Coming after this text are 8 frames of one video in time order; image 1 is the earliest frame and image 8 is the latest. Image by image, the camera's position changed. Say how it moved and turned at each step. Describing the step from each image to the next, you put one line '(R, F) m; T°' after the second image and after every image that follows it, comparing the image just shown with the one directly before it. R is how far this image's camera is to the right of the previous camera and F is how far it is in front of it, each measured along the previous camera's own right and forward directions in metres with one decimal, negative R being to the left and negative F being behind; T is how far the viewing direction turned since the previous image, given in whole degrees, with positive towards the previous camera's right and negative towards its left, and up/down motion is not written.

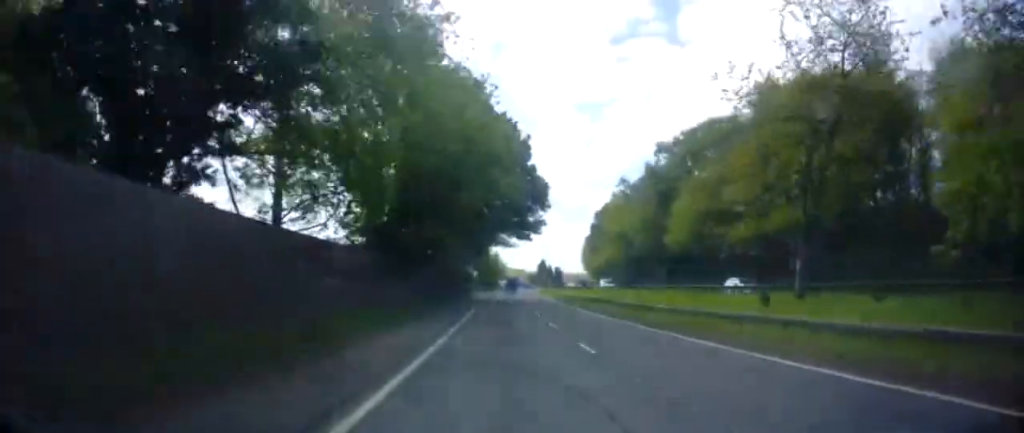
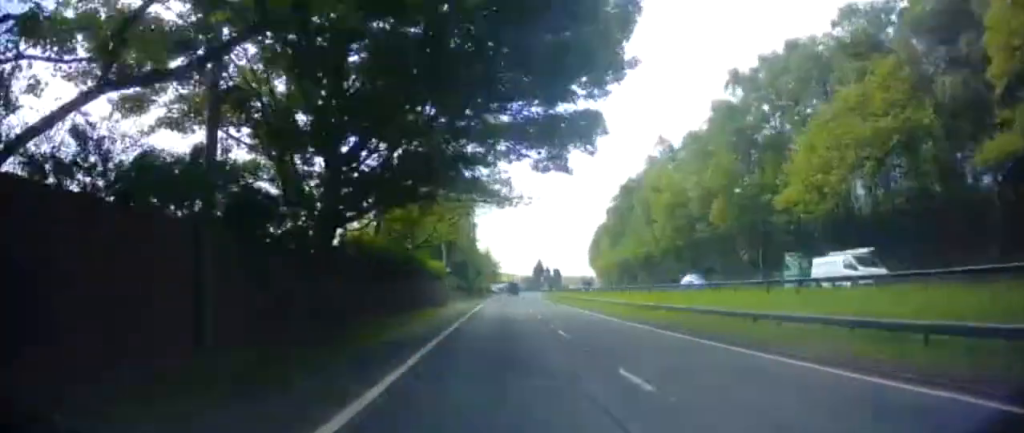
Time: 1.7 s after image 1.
(+0.4, +31.1) m; +2°
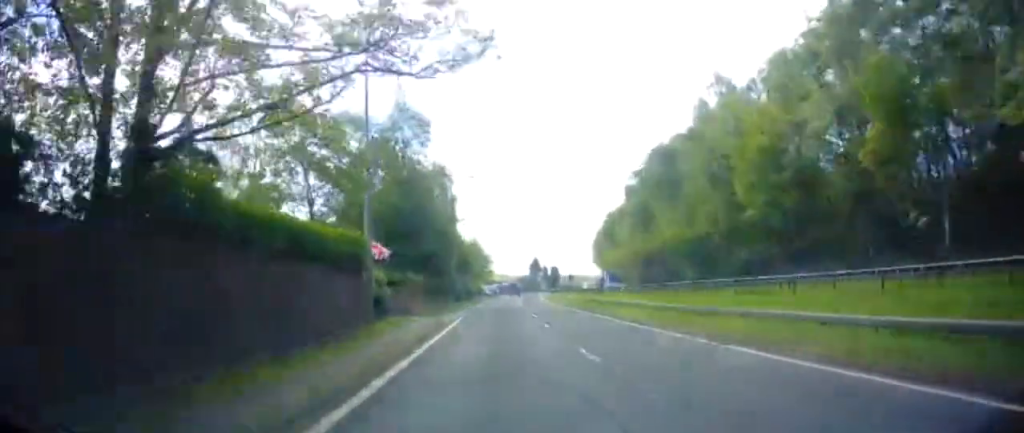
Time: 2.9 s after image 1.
(+0.2, +23.5) m; 0°
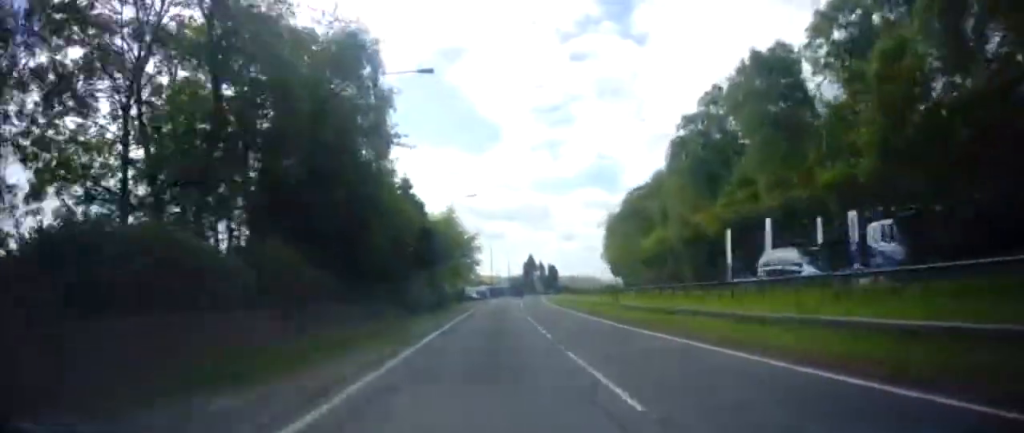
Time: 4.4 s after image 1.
(-0.2, +28.0) m; 0°
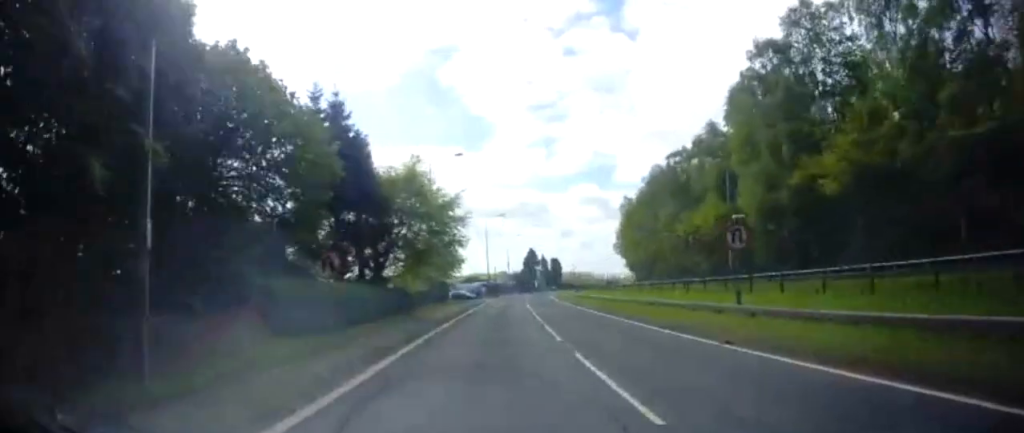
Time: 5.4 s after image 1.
(+0.1, +18.6) m; +1°
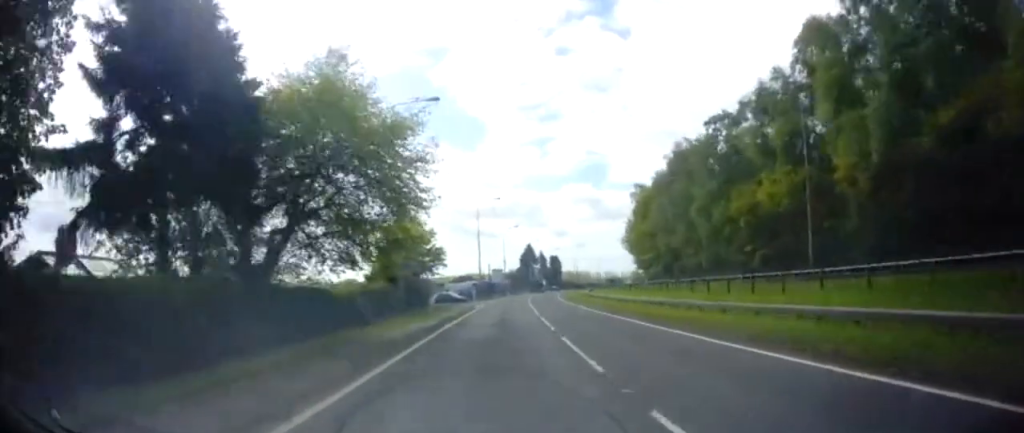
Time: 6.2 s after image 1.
(+0.1, +14.2) m; +2°
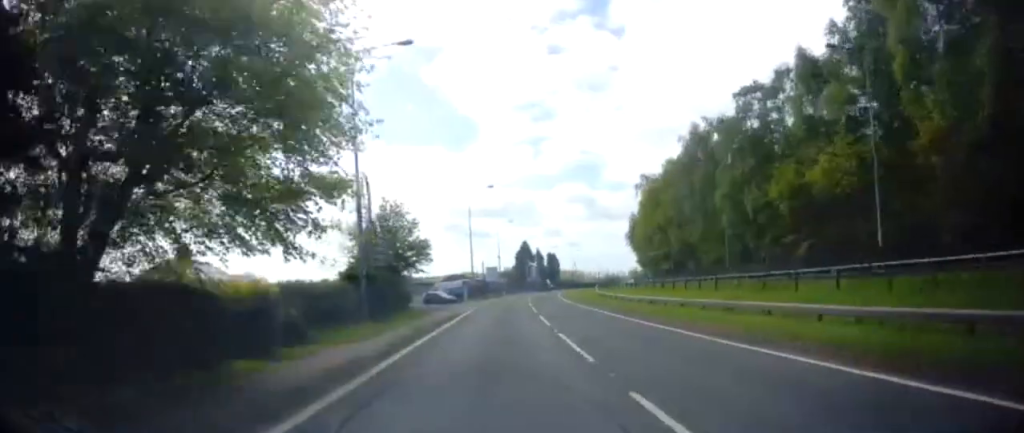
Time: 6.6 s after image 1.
(+0.1, +8.0) m; +1°
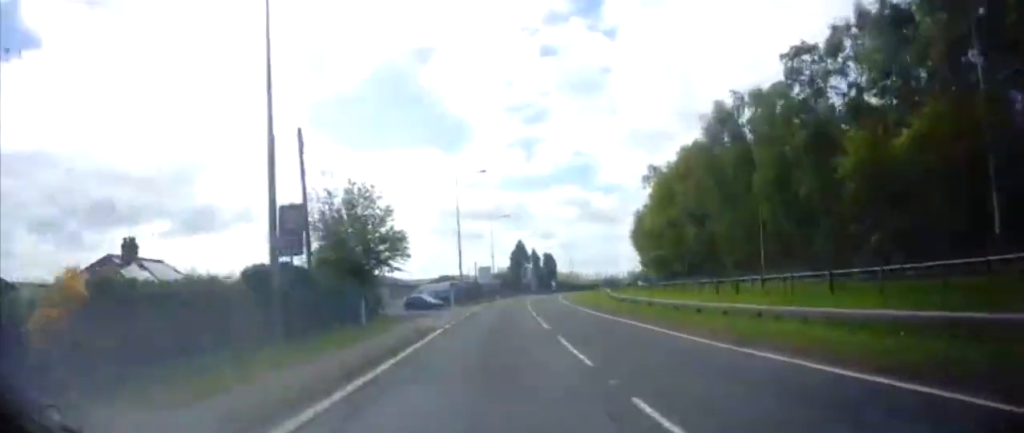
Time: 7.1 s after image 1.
(+0.2, +9.2) m; +1°
